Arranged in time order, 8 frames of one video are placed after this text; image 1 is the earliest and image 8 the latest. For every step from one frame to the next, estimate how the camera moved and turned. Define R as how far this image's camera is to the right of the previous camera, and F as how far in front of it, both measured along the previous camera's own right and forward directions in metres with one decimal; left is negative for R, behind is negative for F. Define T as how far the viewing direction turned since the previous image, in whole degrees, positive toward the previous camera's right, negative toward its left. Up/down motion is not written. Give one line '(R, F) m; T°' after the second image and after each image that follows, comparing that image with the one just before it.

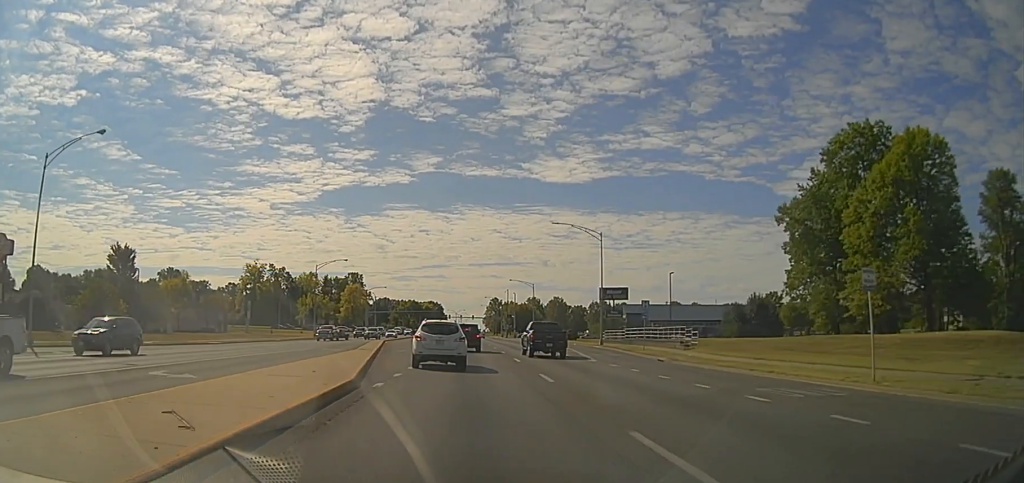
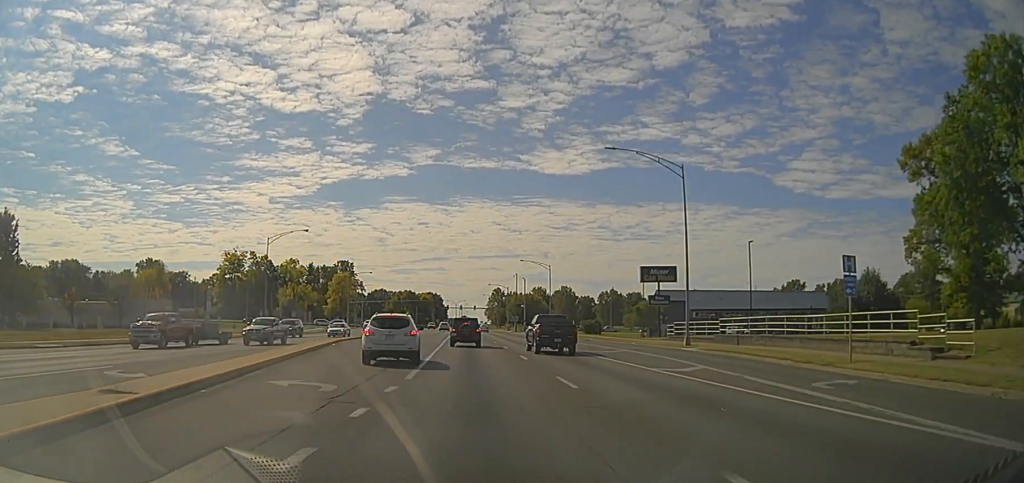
(0.0, +28.3) m; -1°
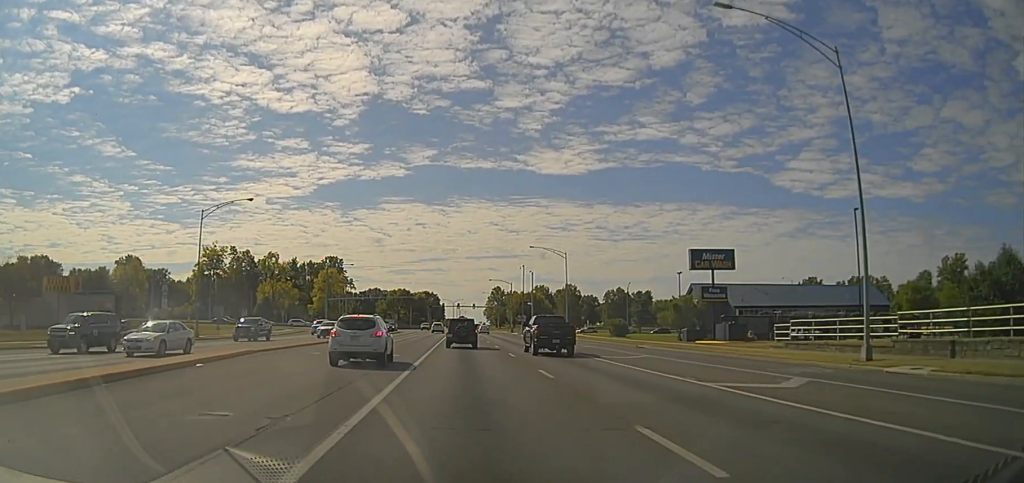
(-0.3, +22.3) m; +1°
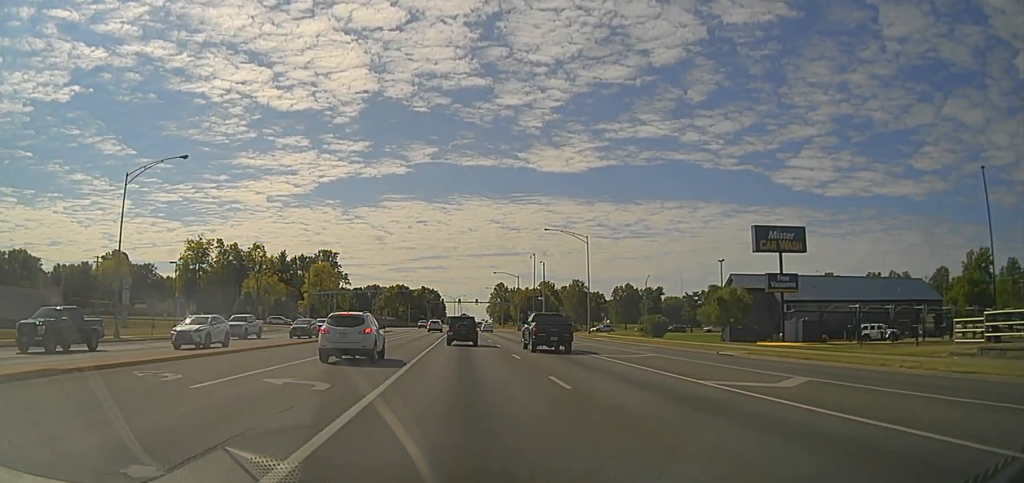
(+0.3, +16.8) m; +1°
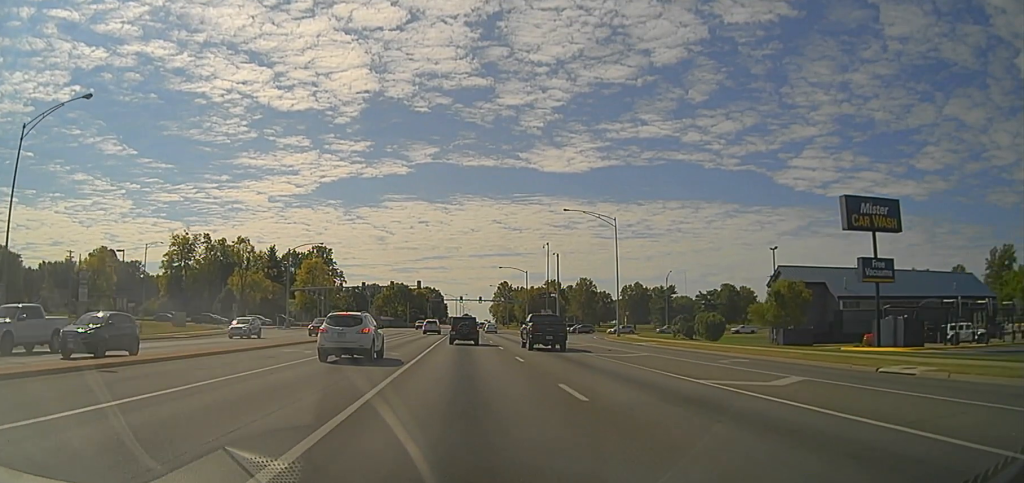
(0.0, +15.5) m; -1°
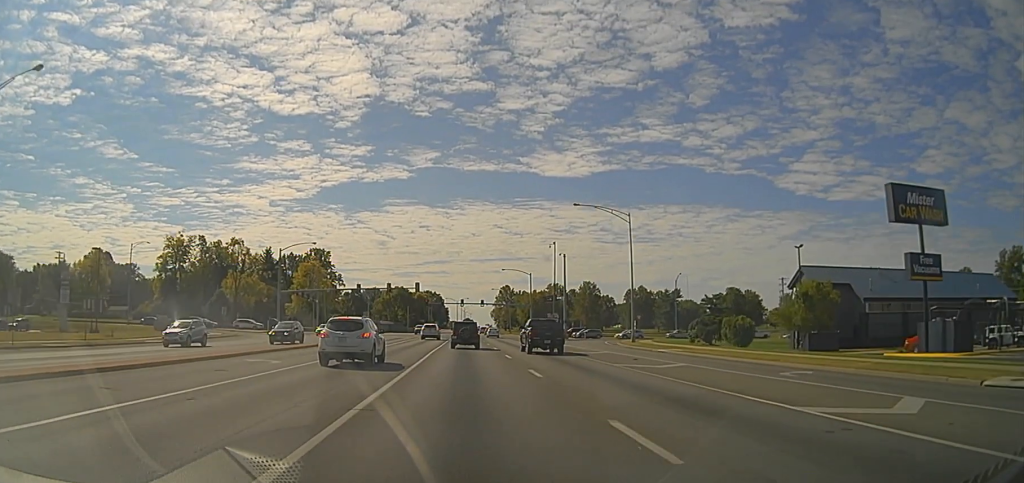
(-0.2, +5.9) m; 0°
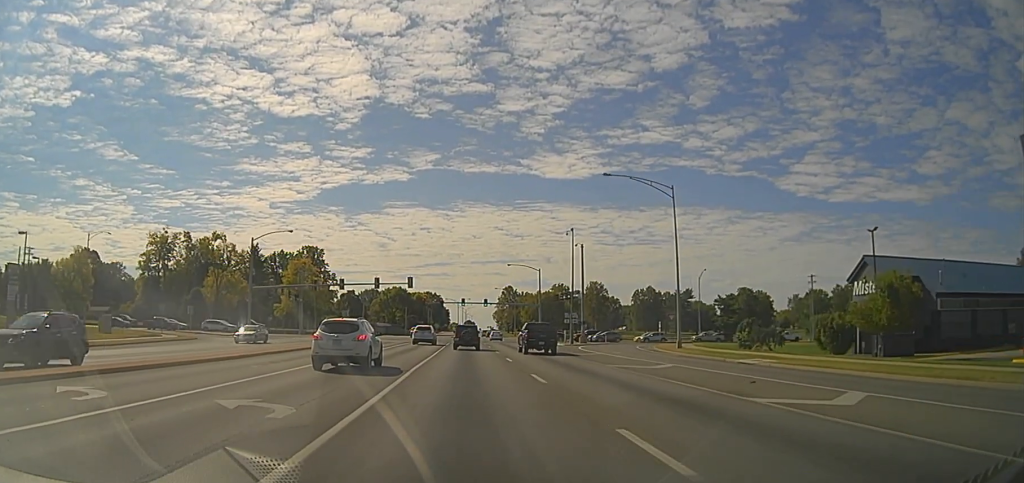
(+0.1, +13.8) m; 0°
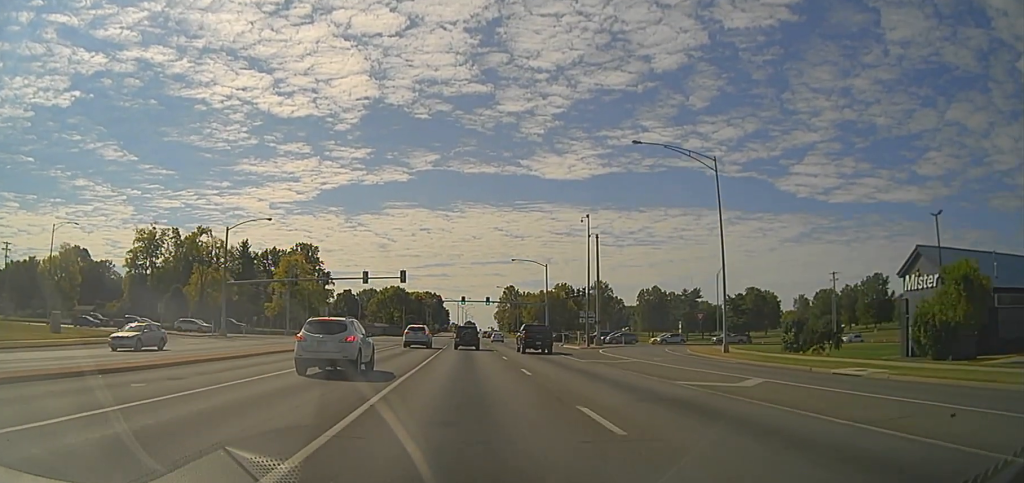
(0.0, +8.9) m; -1°
